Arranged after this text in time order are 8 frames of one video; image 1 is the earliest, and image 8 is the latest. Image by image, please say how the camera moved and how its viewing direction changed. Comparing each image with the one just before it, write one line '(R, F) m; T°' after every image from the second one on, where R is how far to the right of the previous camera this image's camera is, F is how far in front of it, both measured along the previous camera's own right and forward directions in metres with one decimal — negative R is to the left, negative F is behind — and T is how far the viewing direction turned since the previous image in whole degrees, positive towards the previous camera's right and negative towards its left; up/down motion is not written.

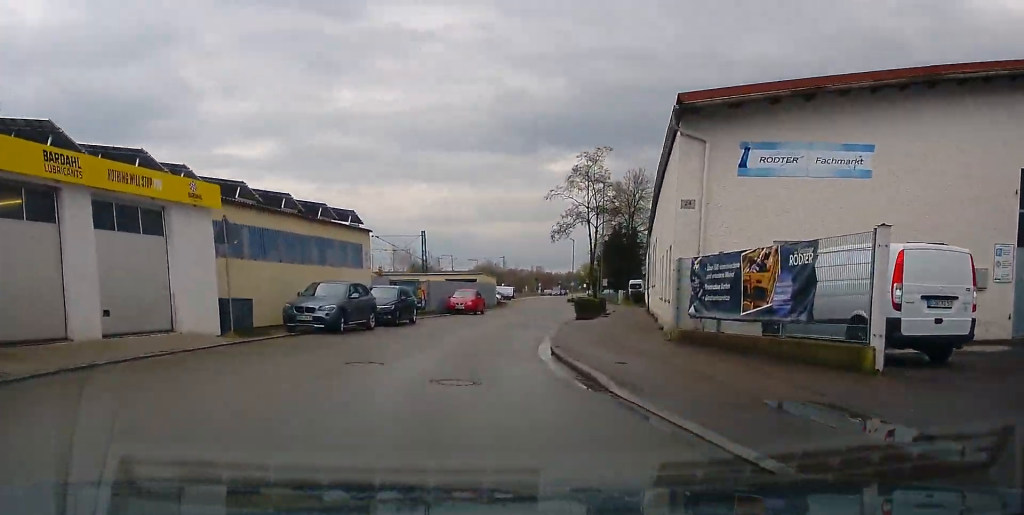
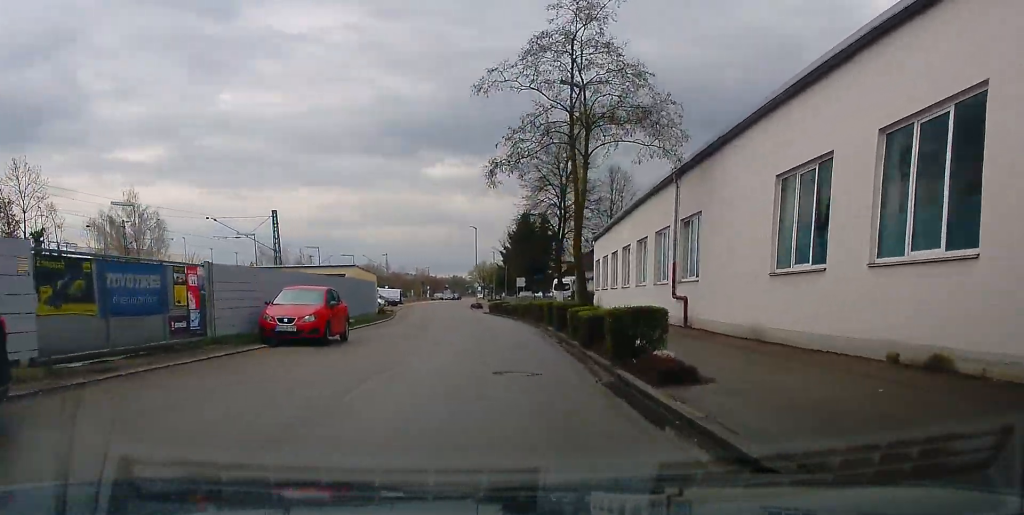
(-0.2, +26.4) m; +2°
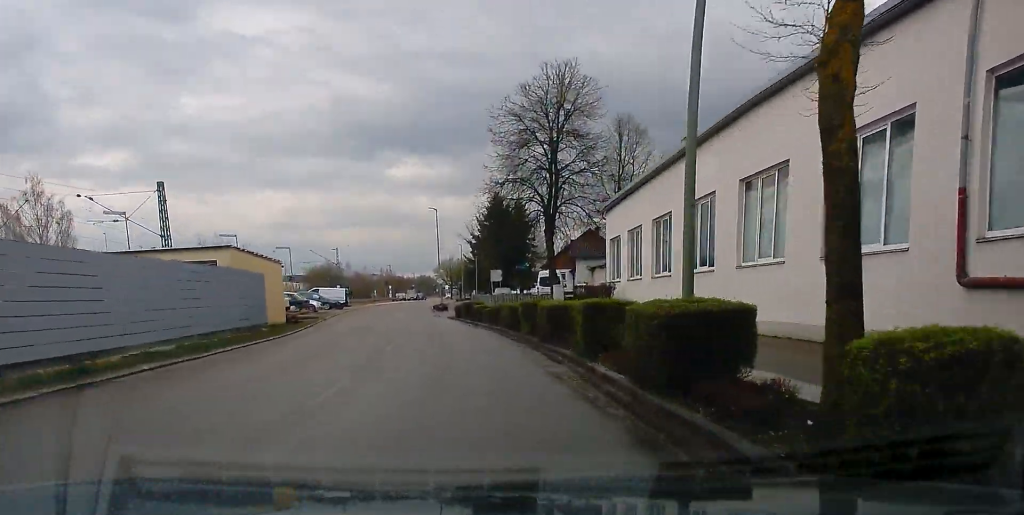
(+0.5, +18.3) m; +1°
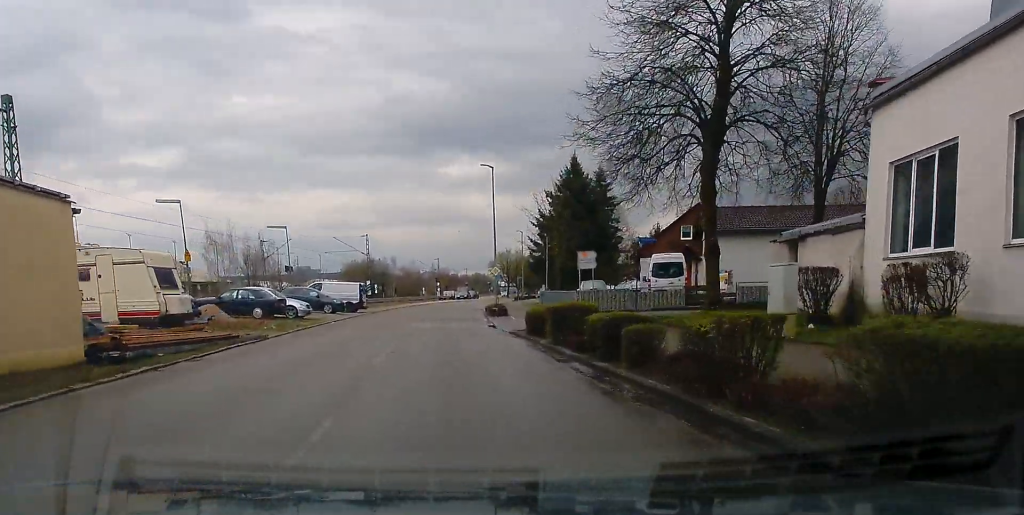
(+0.3, +21.9) m; -1°
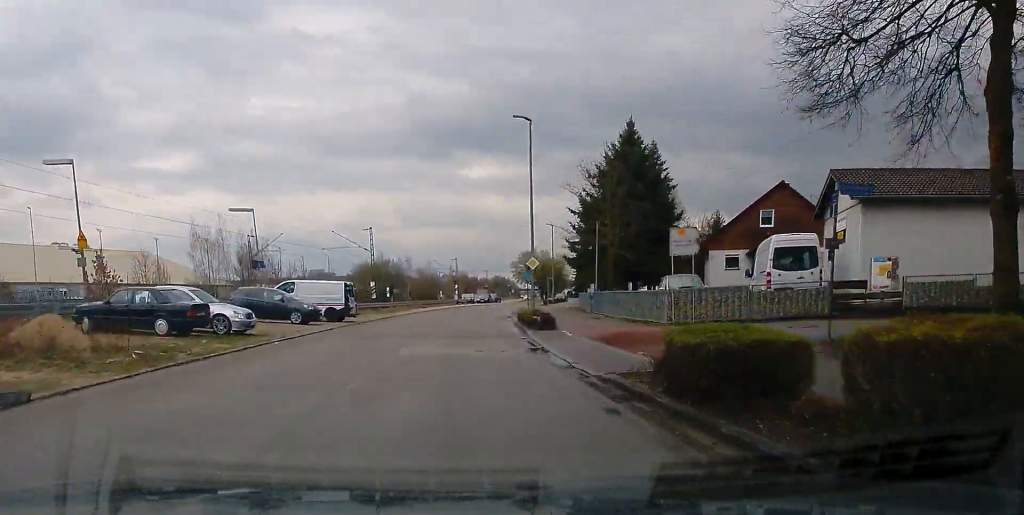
(-0.6, +13.2) m; -1°
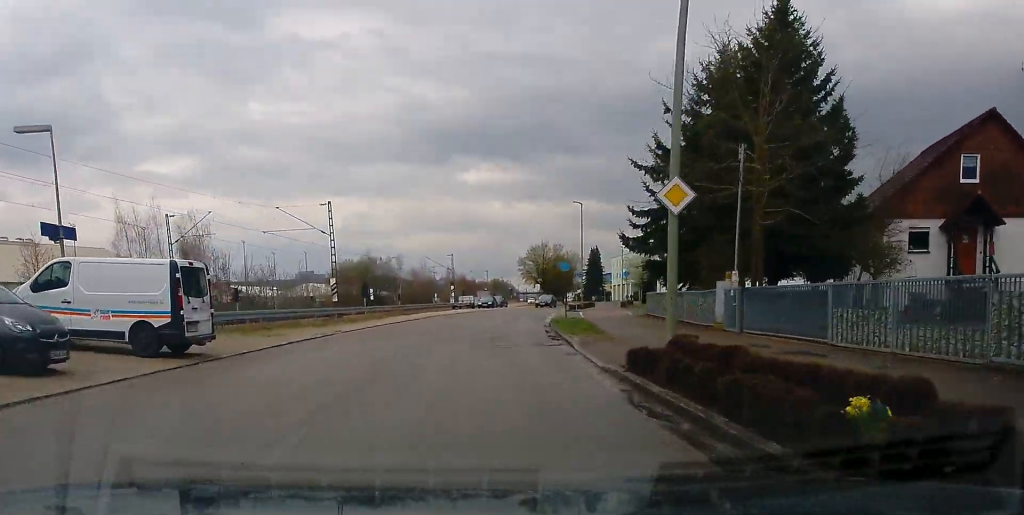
(-0.1, +21.4) m; +1°
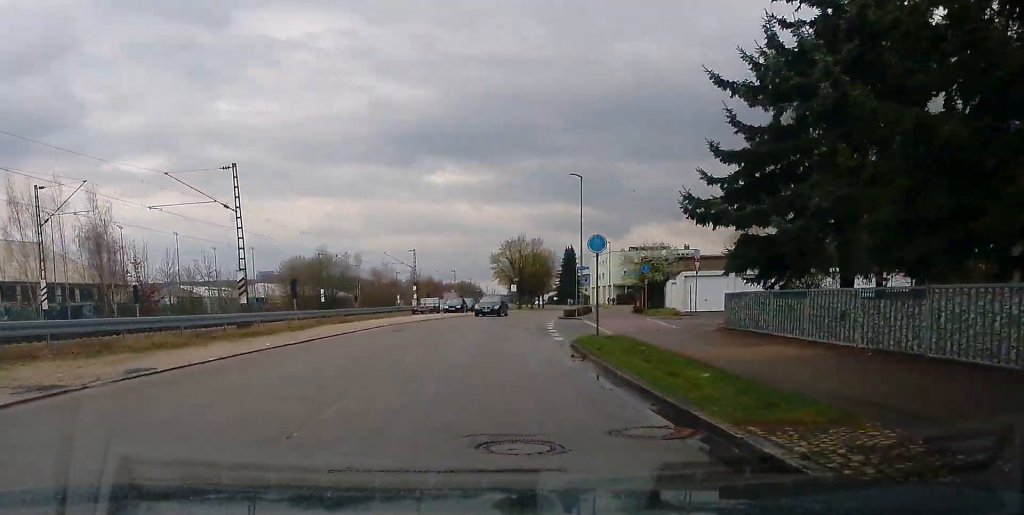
(+0.1, +15.6) m; +2°
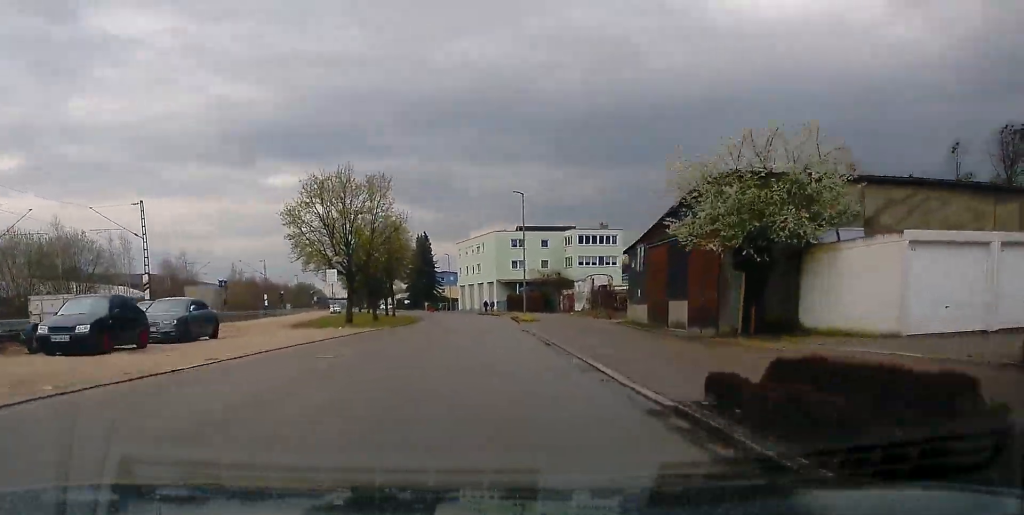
(+4.5, +53.2) m; +9°
